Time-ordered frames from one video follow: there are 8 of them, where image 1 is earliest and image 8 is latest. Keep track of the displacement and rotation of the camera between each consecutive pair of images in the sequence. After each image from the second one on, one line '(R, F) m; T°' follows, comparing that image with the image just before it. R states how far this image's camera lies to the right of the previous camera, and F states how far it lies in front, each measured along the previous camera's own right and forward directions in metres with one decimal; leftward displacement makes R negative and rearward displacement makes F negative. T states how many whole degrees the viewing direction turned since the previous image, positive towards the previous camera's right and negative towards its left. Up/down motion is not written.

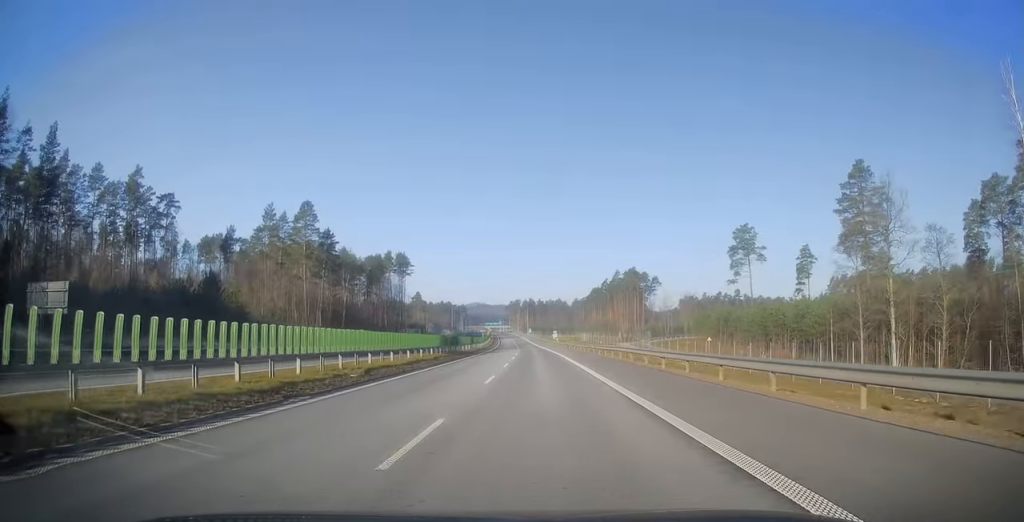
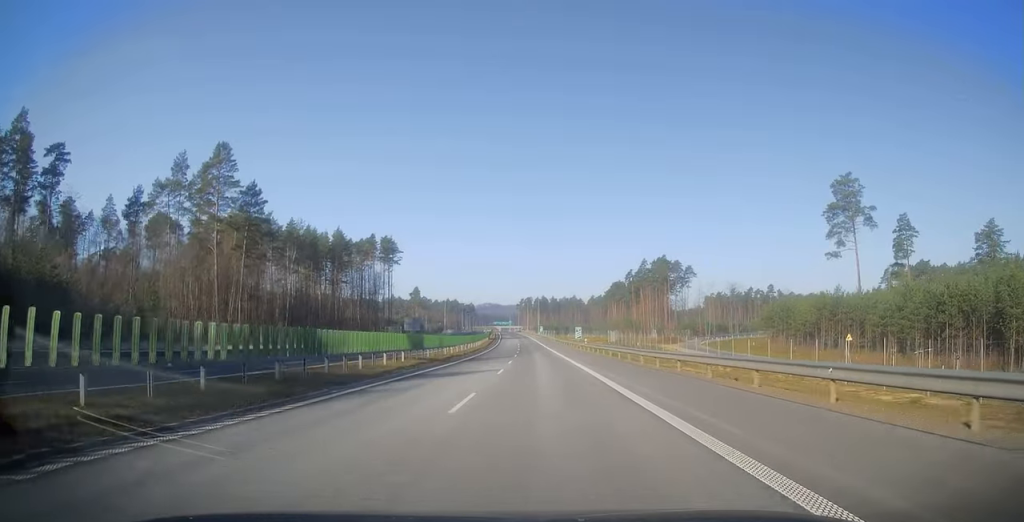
(-0.4, +42.6) m; -1°
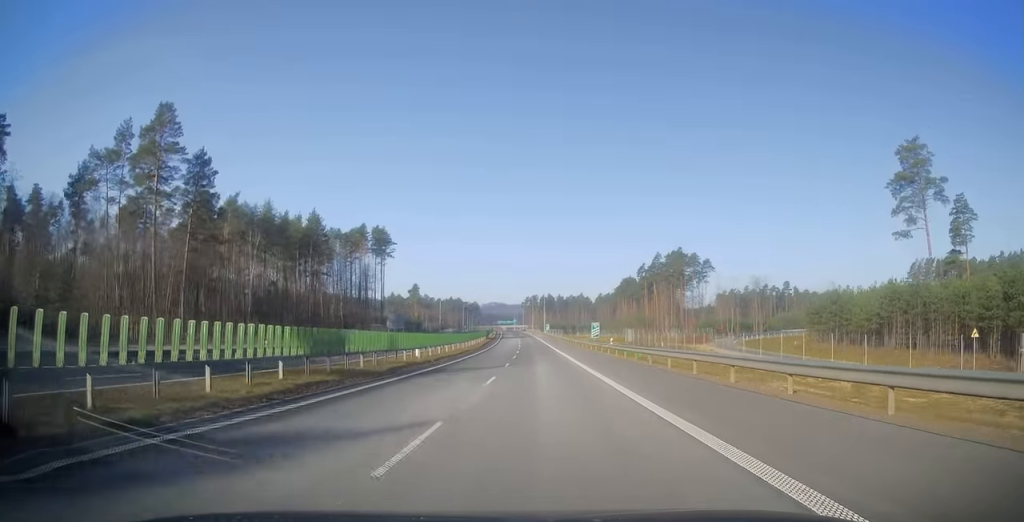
(0.0, +17.9) m; 0°
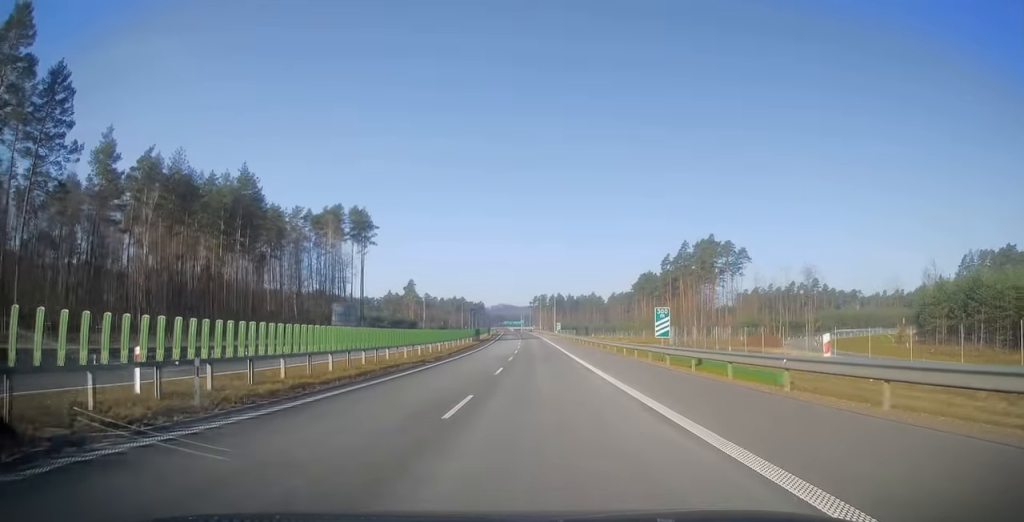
(-0.2, +31.5) m; -1°
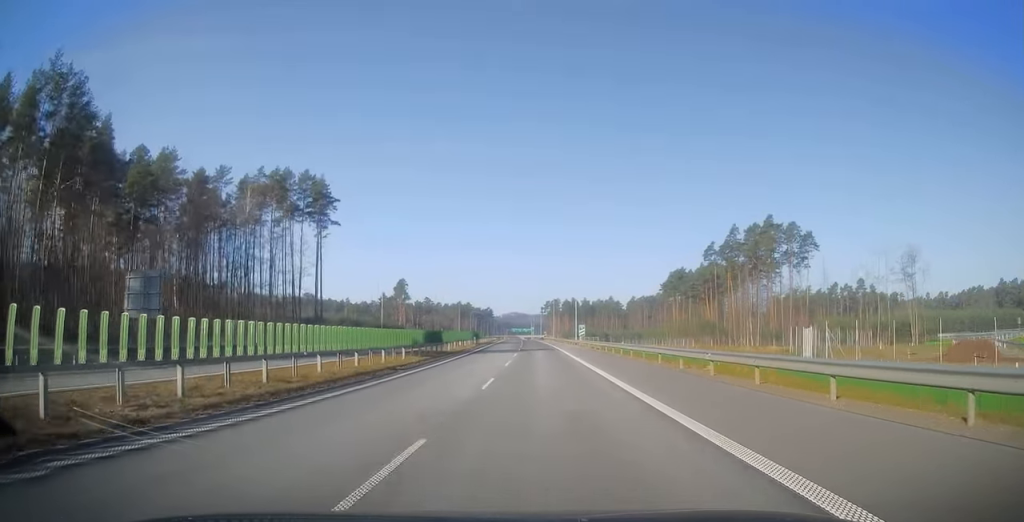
(-0.2, +42.0) m; -2°
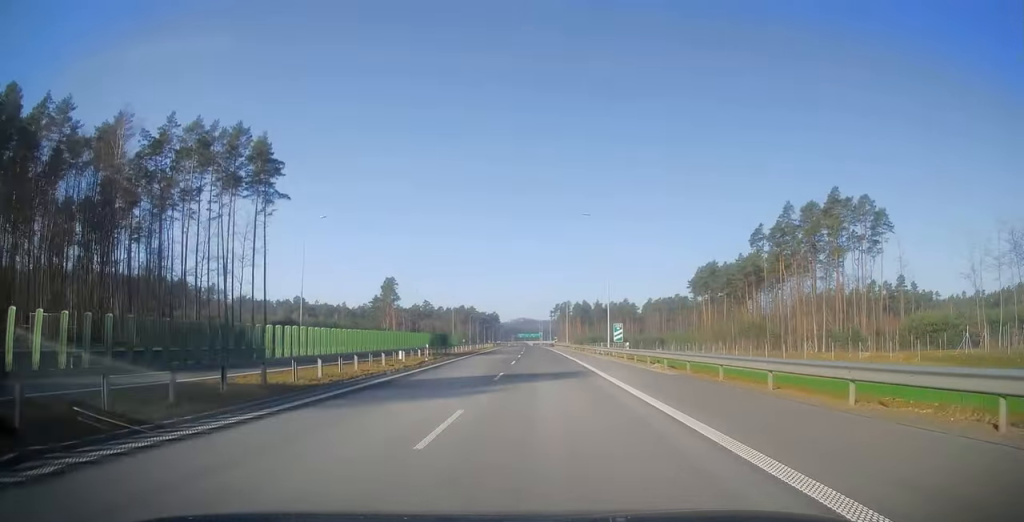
(-0.8, +32.4) m; -1°
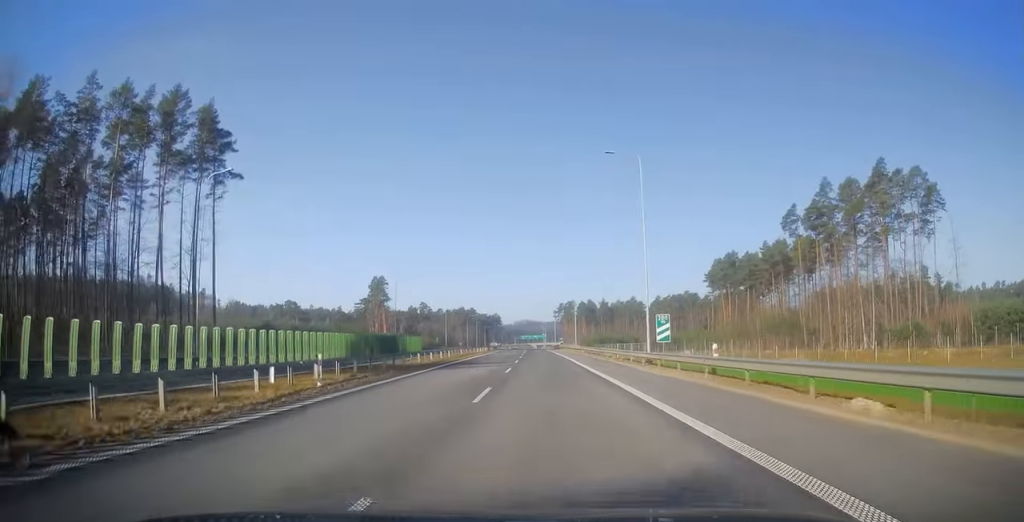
(+0.1, +18.2) m; 0°
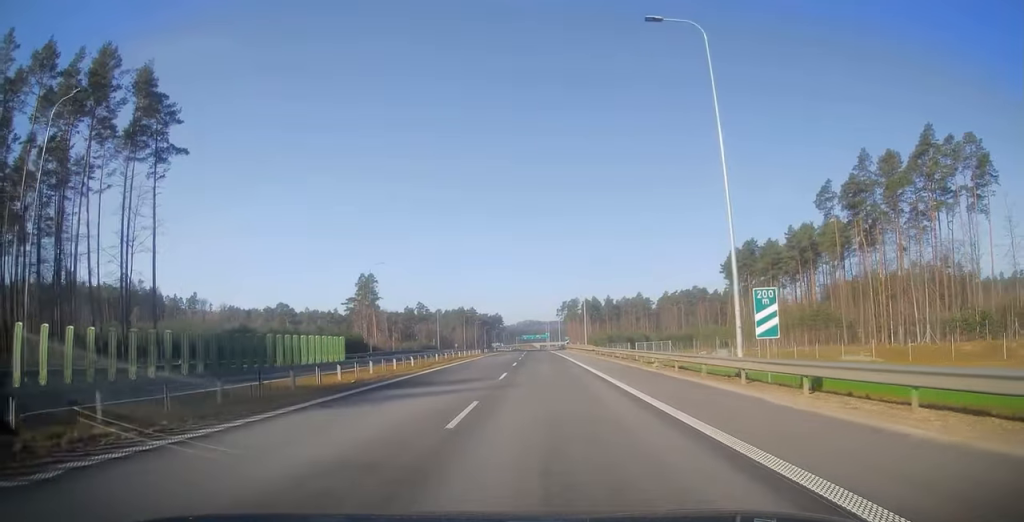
(+0.2, +15.6) m; 0°
